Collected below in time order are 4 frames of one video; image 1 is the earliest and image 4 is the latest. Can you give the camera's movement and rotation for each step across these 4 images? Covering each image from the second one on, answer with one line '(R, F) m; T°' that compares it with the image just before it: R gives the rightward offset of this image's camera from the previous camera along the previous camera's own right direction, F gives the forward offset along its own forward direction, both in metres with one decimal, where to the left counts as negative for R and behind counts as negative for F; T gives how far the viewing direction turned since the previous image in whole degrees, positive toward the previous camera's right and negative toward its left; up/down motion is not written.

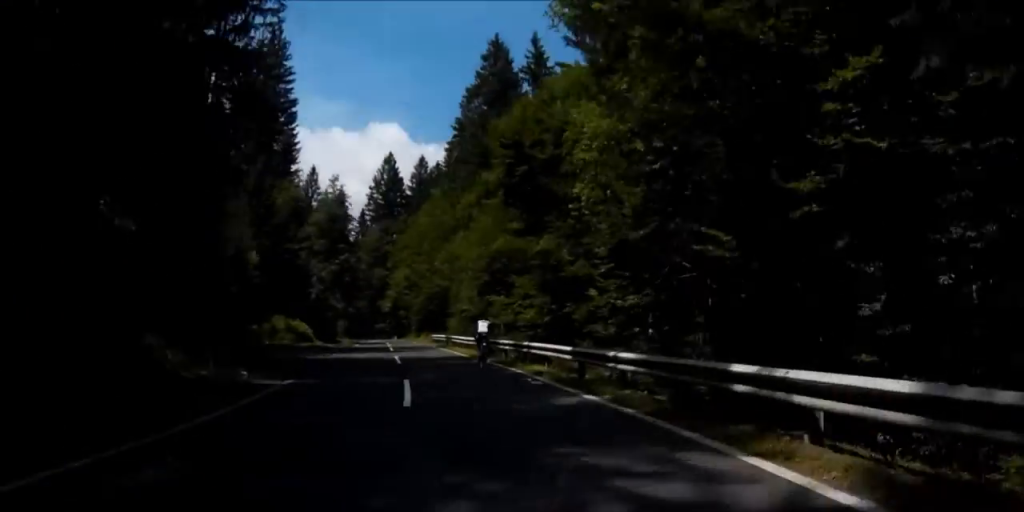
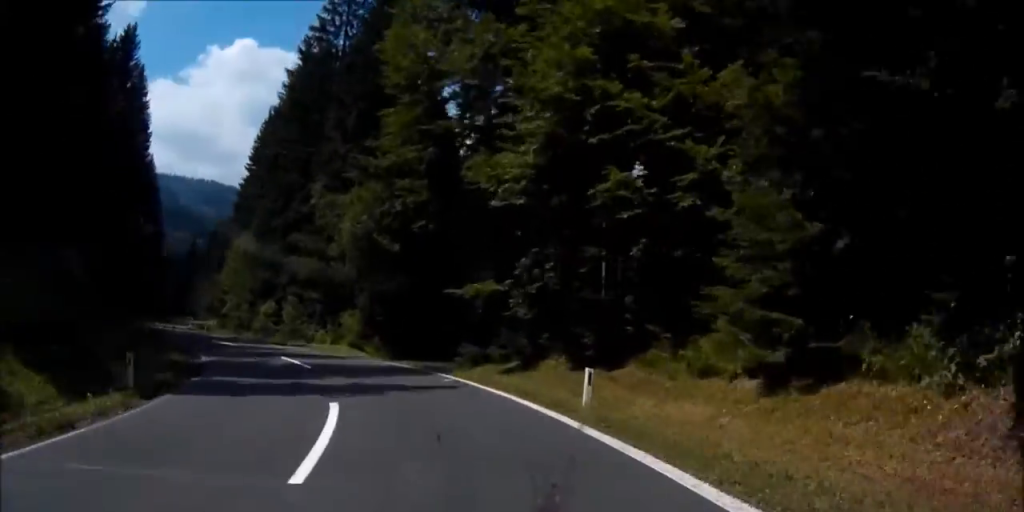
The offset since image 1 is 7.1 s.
(-4.9, +102.2) m; -19°
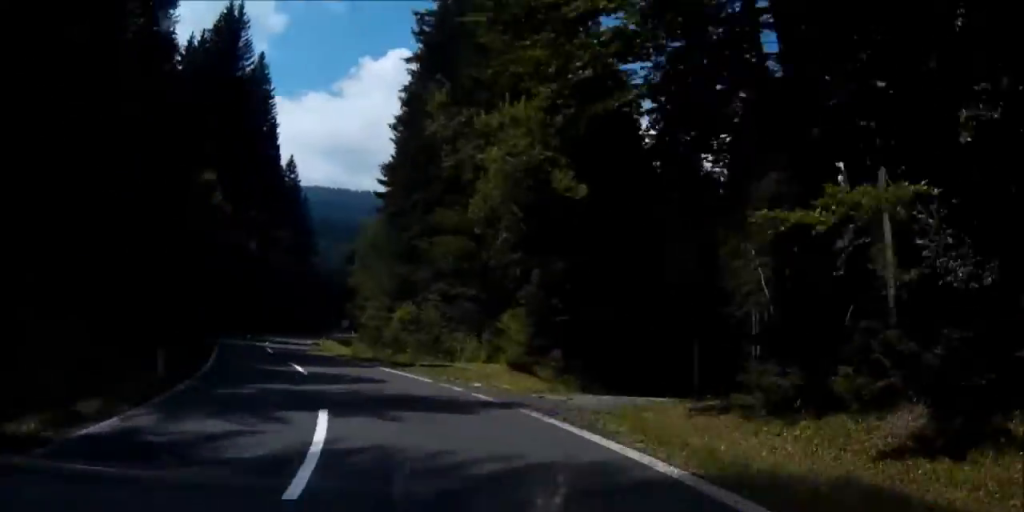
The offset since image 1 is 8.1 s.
(-2.8, +17.3) m; -8°
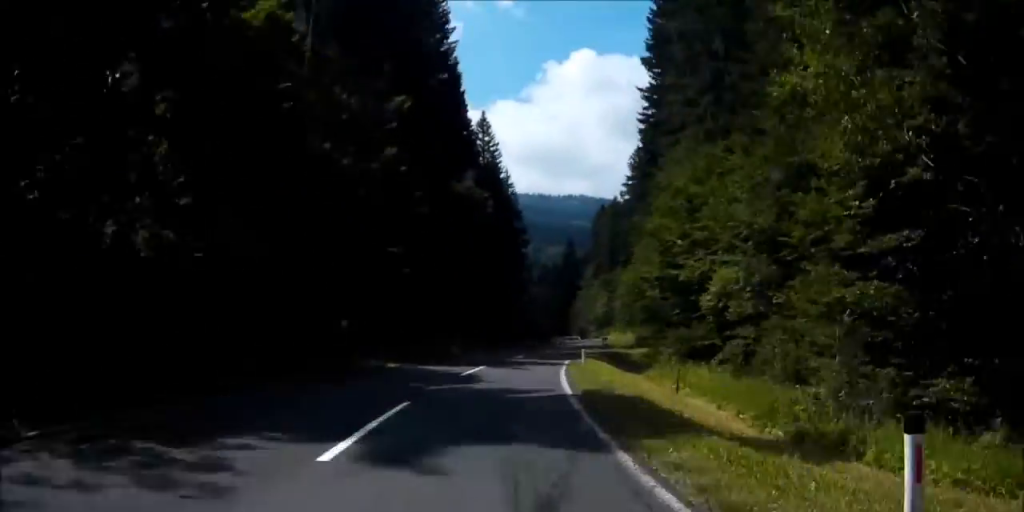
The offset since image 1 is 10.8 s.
(-5.0, +46.2) m; -8°
